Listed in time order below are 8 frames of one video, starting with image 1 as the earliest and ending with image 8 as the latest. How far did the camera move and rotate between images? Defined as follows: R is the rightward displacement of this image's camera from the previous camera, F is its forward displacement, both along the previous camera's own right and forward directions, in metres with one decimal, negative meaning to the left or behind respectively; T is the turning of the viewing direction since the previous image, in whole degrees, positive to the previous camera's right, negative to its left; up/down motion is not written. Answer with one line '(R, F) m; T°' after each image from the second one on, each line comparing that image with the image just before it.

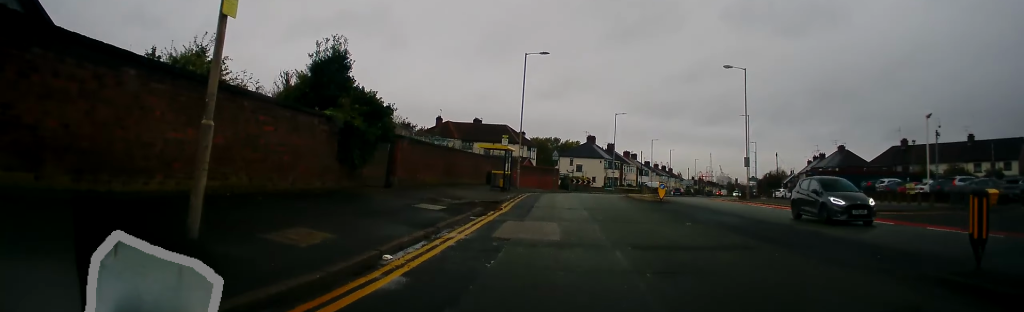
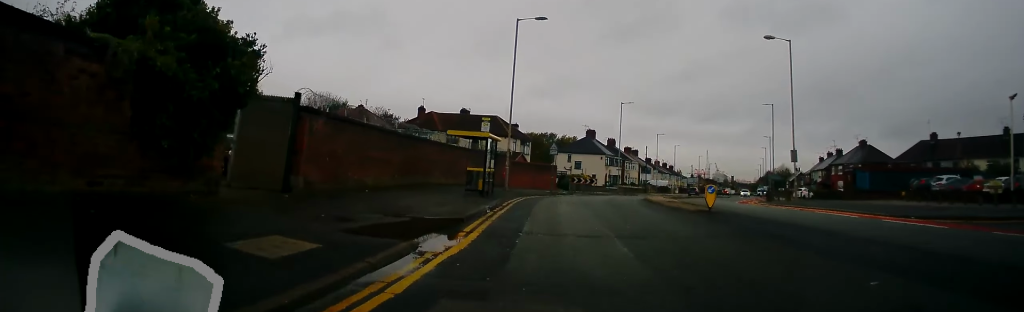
(0.0, +9.4) m; 0°
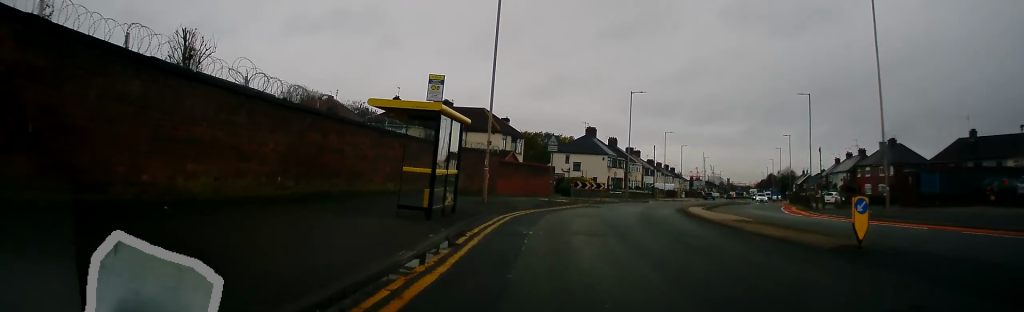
(-0.2, +10.7) m; +1°
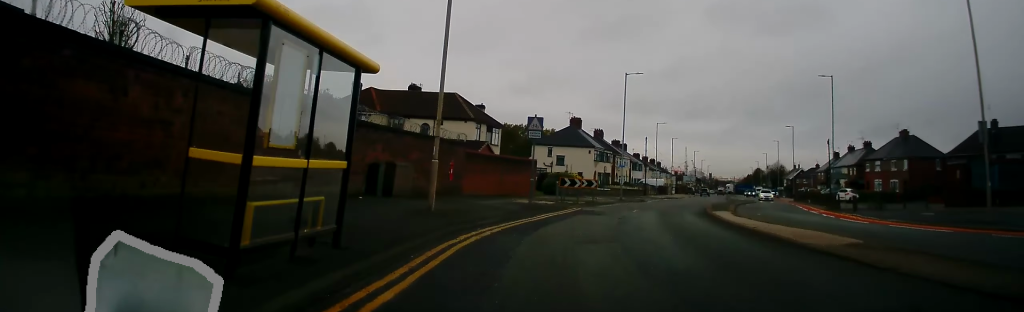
(+0.3, +7.9) m; +2°
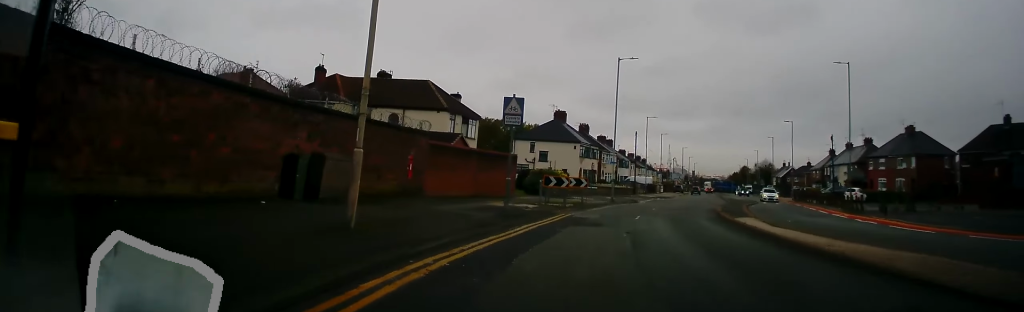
(-0.1, +5.3) m; +1°
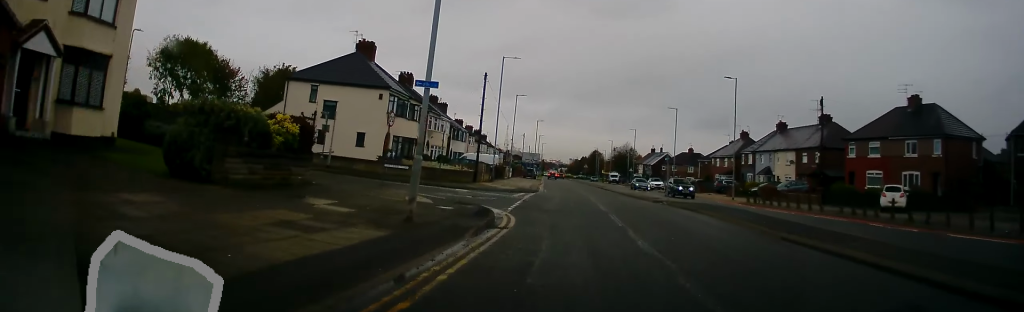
(+3.4, +30.4) m; +13°
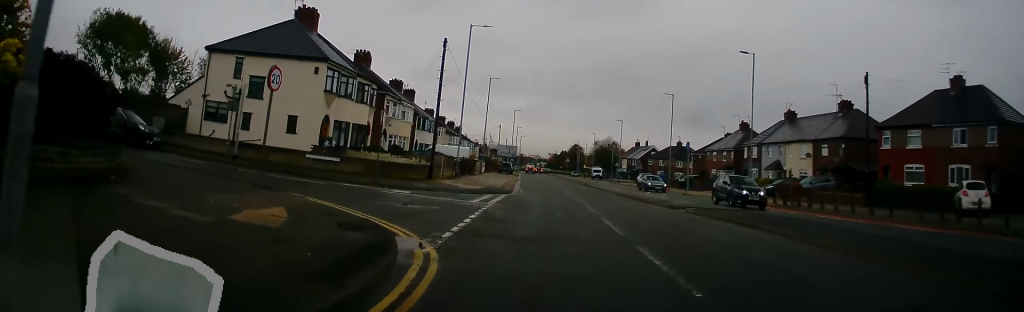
(+0.2, +9.2) m; +4°
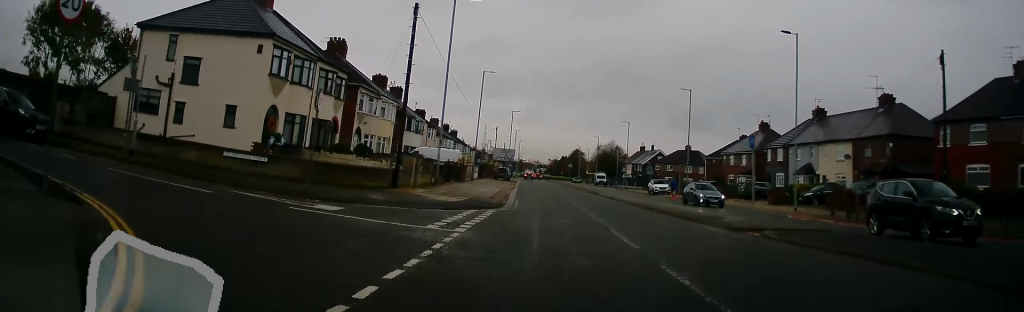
(+0.6, +7.6) m; +2°
